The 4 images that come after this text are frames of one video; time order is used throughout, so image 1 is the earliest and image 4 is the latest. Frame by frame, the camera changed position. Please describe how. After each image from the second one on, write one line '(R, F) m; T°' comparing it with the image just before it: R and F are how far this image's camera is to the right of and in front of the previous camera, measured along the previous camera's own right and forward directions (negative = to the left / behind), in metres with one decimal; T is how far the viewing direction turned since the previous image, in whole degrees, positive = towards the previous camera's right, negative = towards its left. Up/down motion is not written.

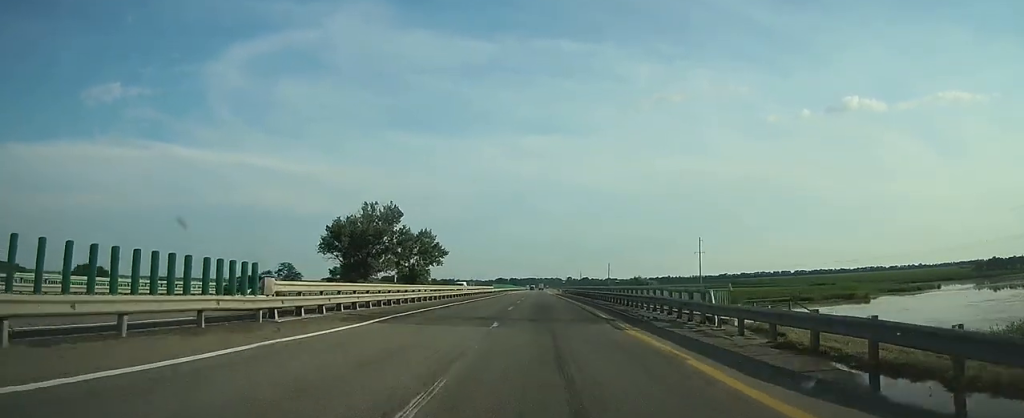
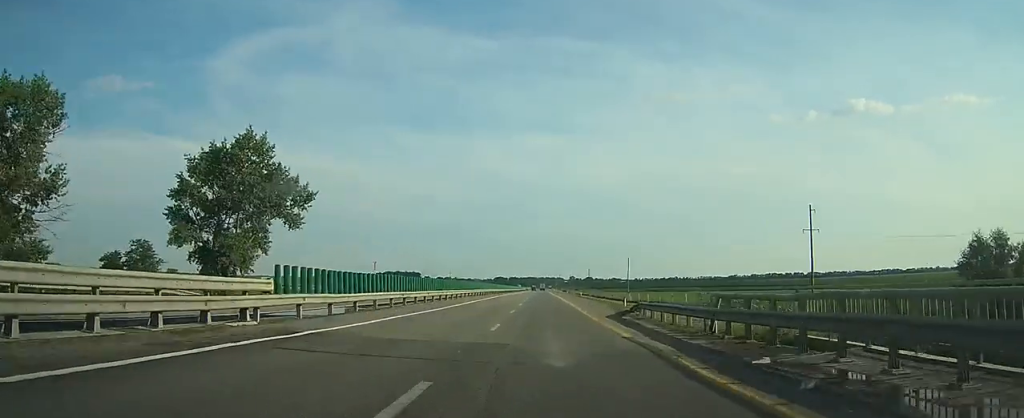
(0.0, +83.4) m; 0°
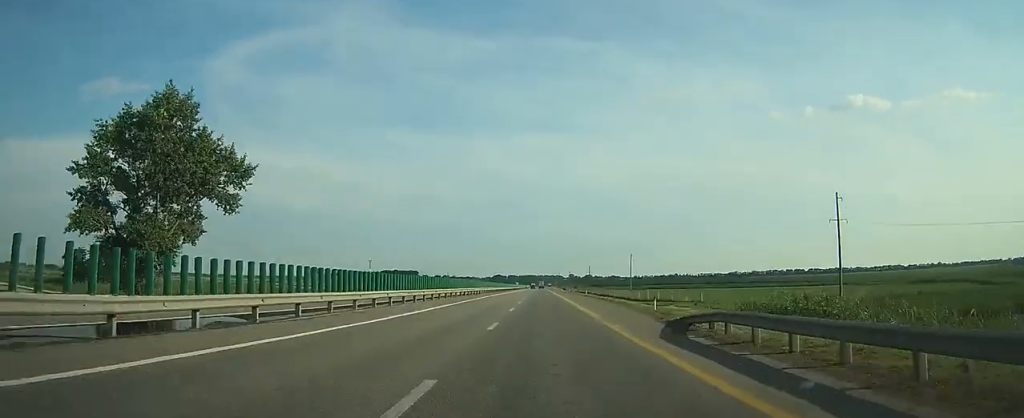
(0.0, +12.1) m; 0°
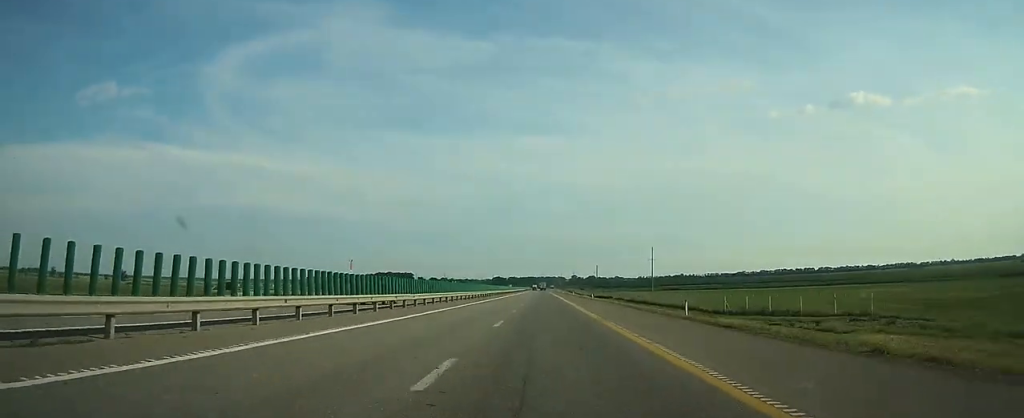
(+0.2, +56.9) m; +1°
